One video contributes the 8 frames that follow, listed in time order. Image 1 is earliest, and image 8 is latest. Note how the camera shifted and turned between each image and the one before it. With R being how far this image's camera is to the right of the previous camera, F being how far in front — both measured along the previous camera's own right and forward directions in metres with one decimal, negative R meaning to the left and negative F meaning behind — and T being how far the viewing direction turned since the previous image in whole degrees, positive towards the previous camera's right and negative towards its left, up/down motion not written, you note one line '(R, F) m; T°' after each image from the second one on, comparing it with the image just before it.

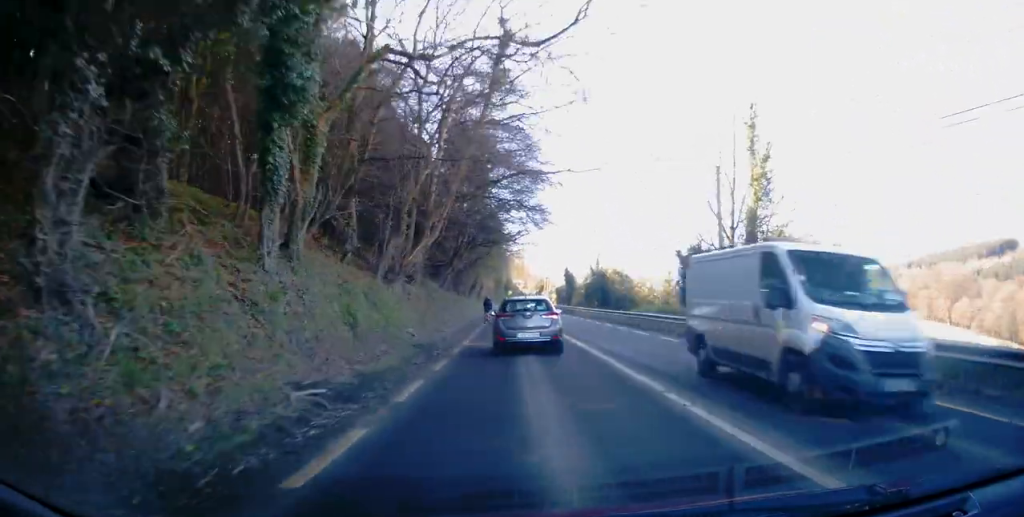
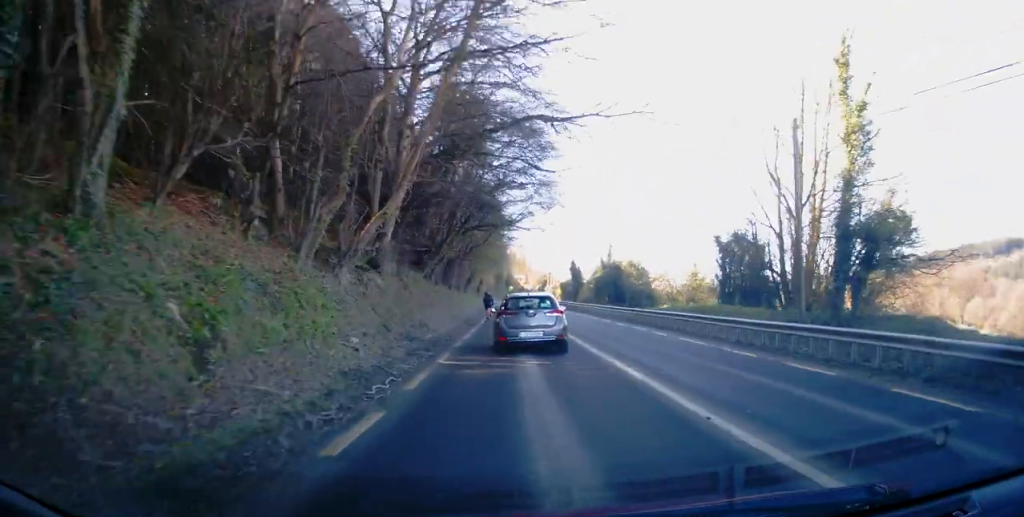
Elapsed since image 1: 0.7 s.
(0.0, +7.0) m; 0°
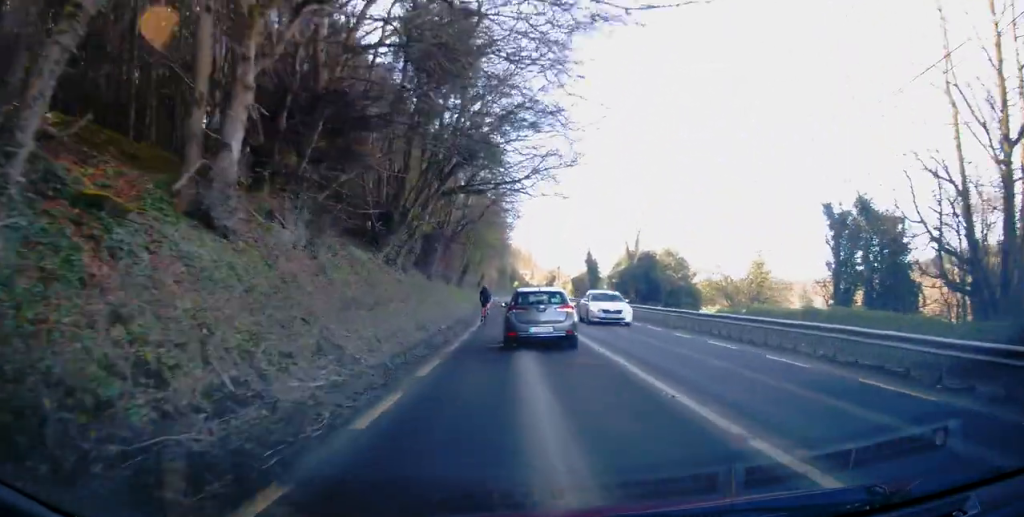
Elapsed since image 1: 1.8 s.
(+0.1, +11.0) m; +1°
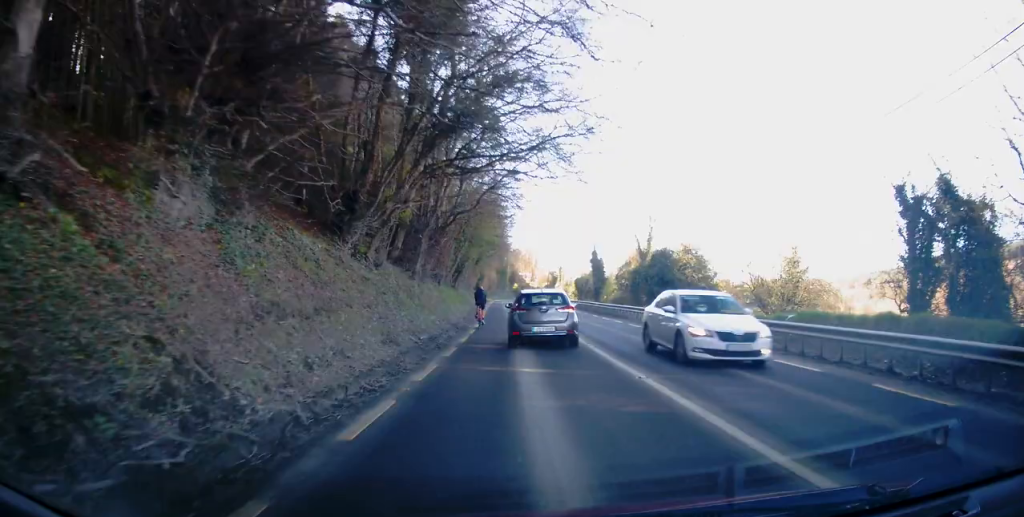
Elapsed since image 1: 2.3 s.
(+0.1, +4.6) m; 0°
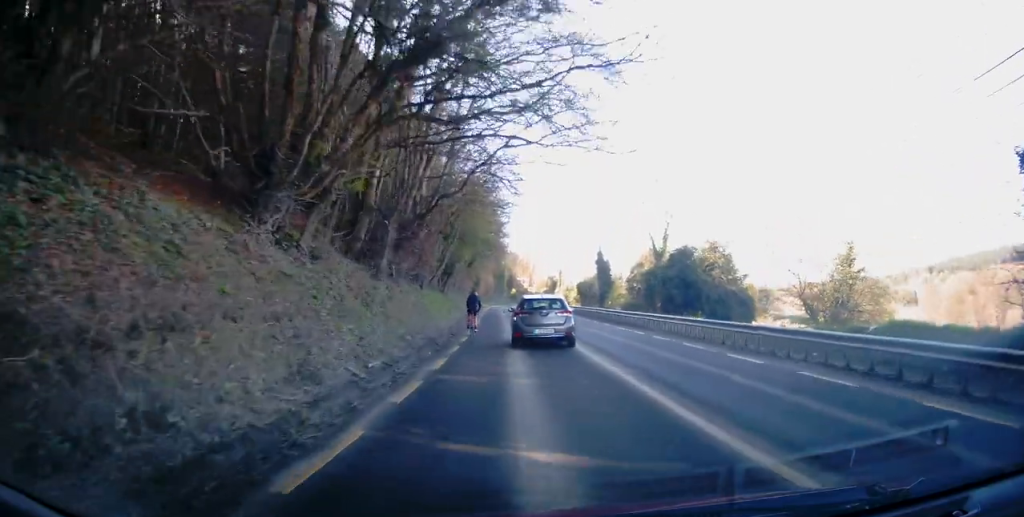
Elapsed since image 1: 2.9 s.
(-0.1, +5.4) m; -3°
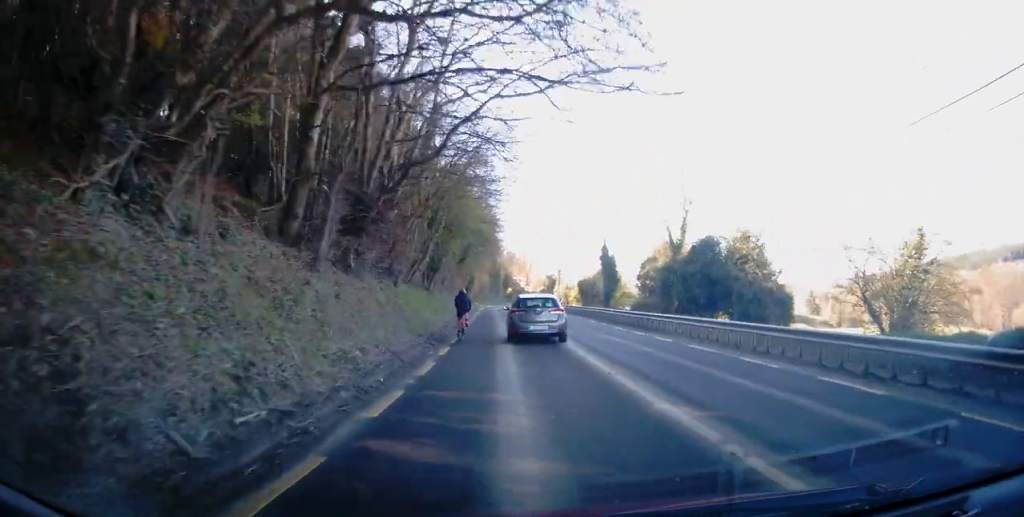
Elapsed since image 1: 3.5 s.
(-0.1, +4.9) m; -1°
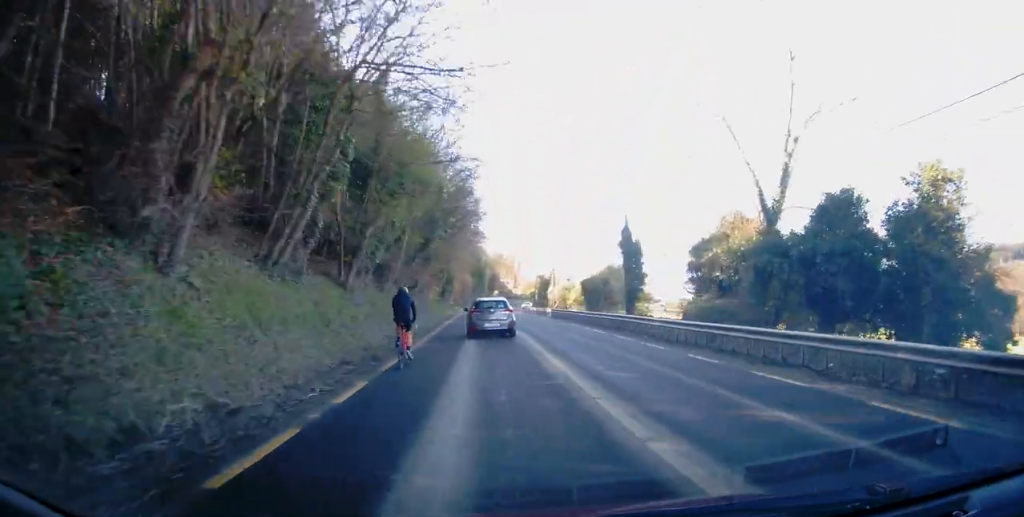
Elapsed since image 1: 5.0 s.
(+0.2, +13.8) m; +3°
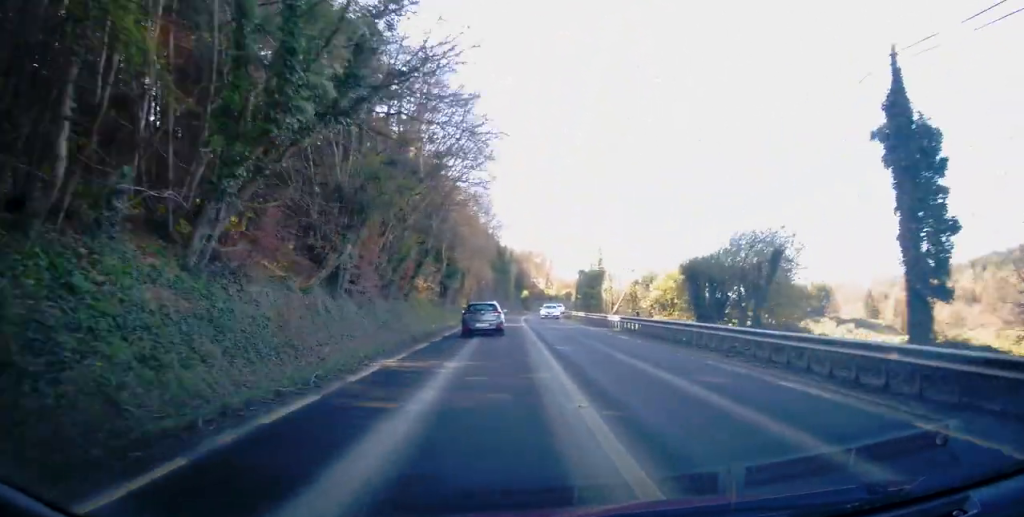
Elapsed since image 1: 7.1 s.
(-1.0, +23.7) m; -4°
